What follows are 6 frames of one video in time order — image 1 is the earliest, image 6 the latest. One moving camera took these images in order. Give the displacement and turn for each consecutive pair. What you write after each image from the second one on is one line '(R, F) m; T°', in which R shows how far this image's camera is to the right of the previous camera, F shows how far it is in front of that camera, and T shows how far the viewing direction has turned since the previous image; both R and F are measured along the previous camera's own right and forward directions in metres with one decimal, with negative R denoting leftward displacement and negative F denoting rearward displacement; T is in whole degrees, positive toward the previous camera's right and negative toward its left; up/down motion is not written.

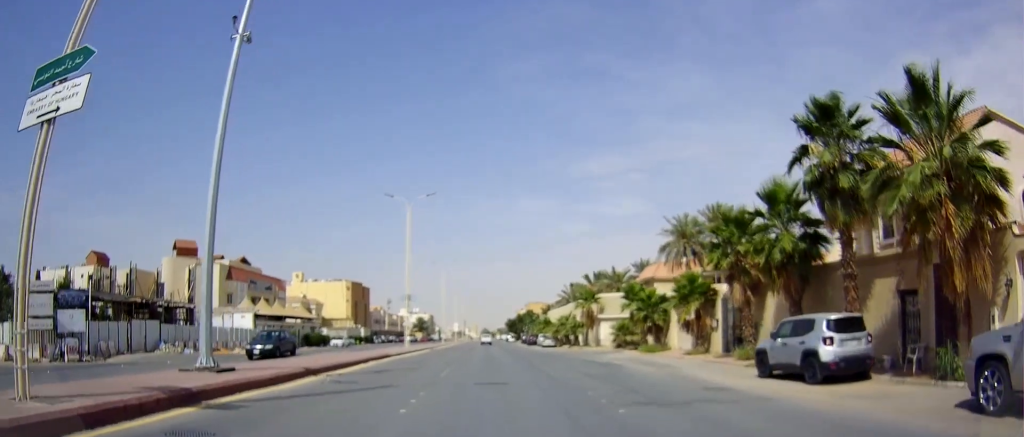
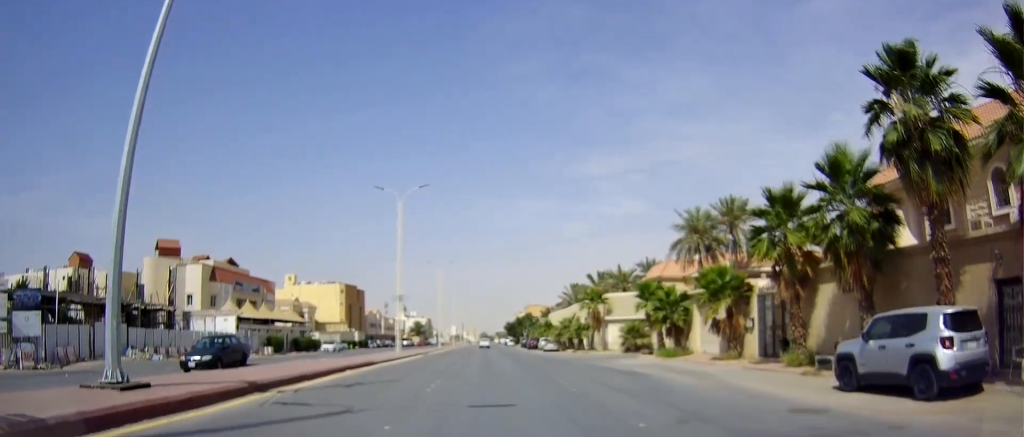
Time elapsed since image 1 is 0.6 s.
(-0.1, +4.3) m; -2°
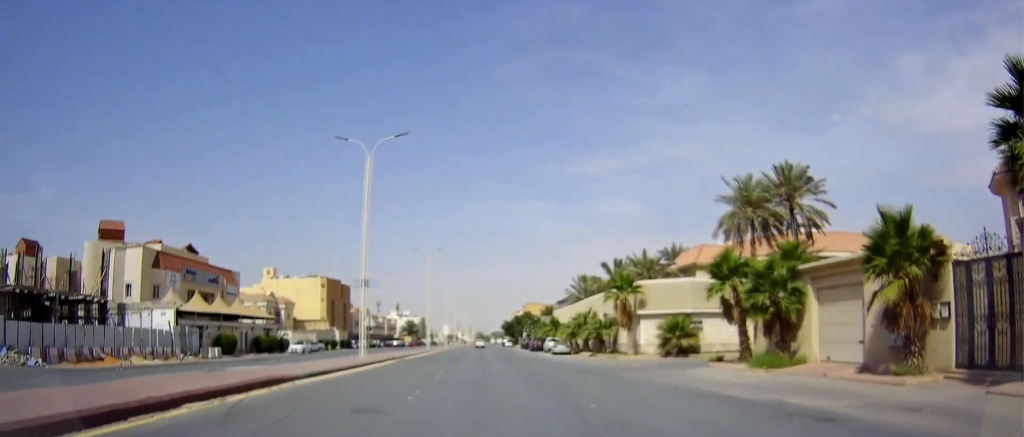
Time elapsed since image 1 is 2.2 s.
(-0.2, +12.5) m; +1°
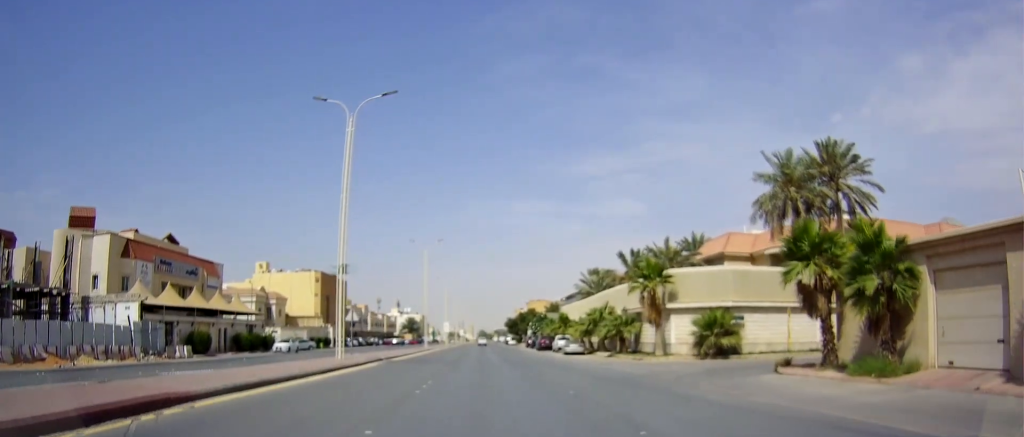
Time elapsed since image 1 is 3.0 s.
(+0.2, +6.3) m; +3°
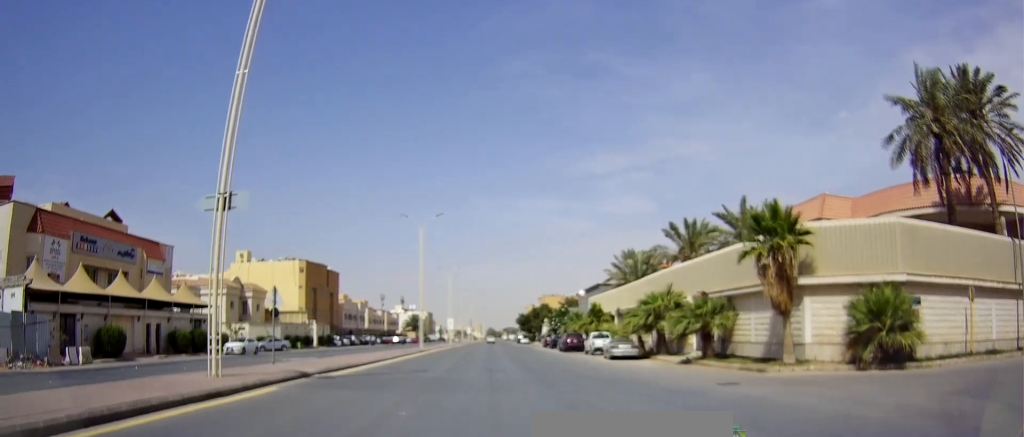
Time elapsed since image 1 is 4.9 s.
(0.0, +14.9) m; -4°
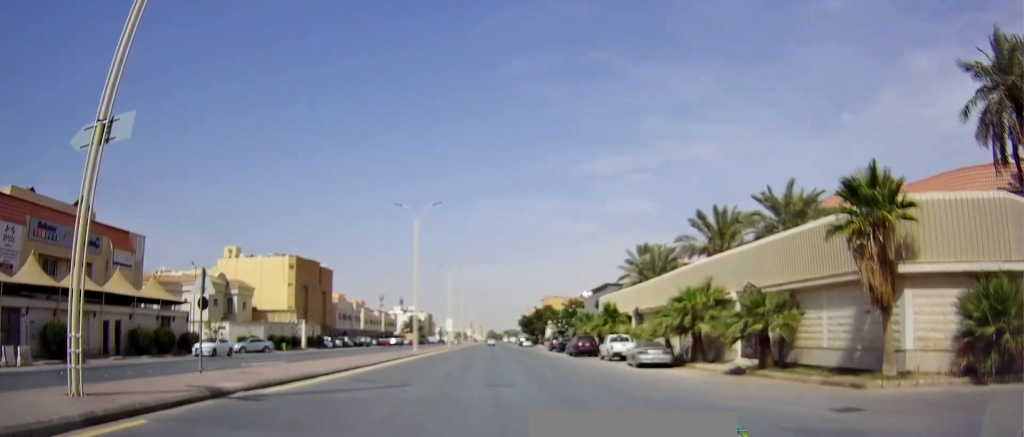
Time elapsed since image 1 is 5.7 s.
(-0.3, +5.7) m; -1°
